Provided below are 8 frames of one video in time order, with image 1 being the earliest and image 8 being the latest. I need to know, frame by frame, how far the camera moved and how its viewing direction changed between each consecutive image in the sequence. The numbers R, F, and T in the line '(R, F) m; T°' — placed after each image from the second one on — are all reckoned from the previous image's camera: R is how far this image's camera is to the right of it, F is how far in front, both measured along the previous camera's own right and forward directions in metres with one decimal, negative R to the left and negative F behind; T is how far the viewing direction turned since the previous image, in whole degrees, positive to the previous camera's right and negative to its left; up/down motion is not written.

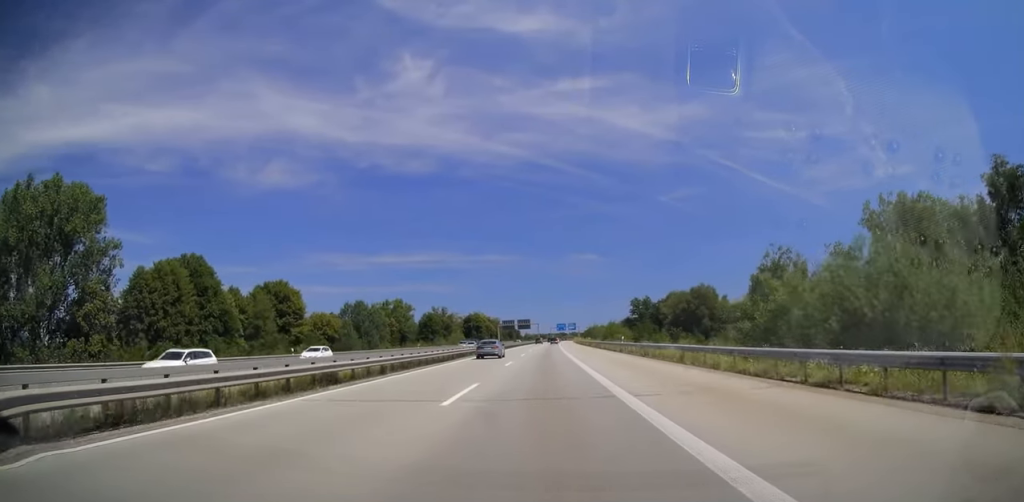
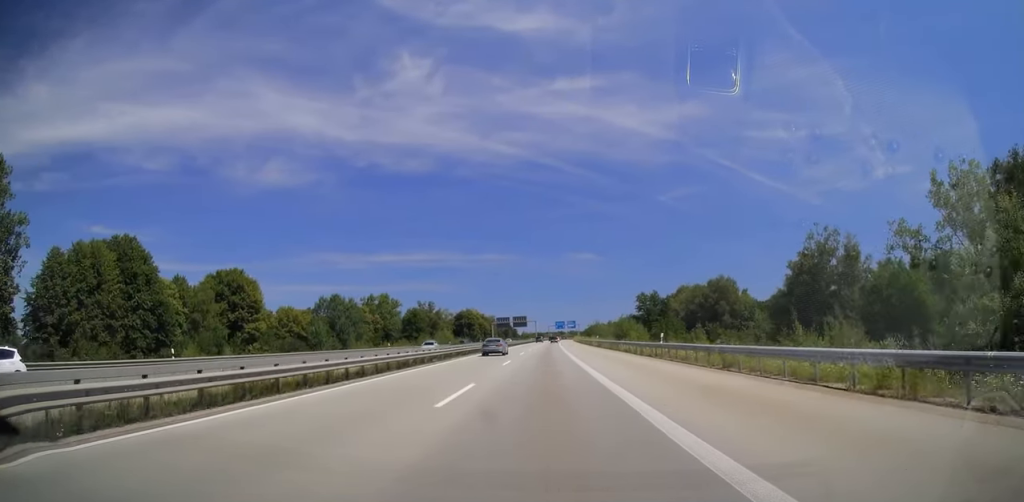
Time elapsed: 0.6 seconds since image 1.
(+0.3, +18.7) m; +1°
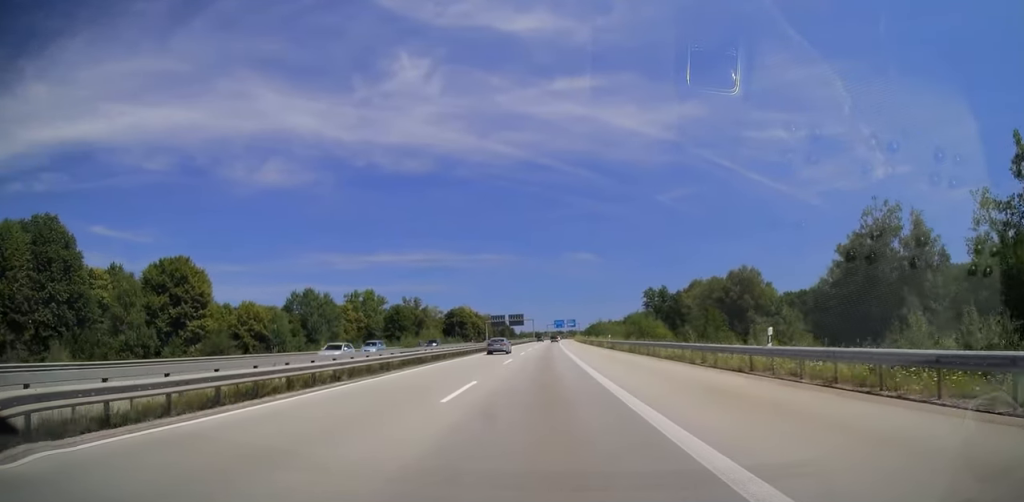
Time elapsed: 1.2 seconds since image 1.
(+0.1, +17.2) m; +1°
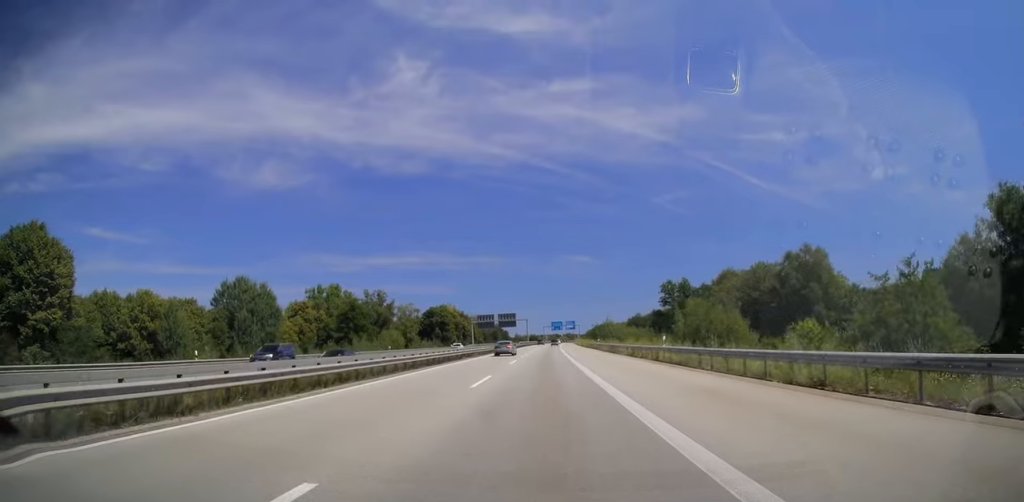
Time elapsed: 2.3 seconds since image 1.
(+0.1, +31.5) m; +1°
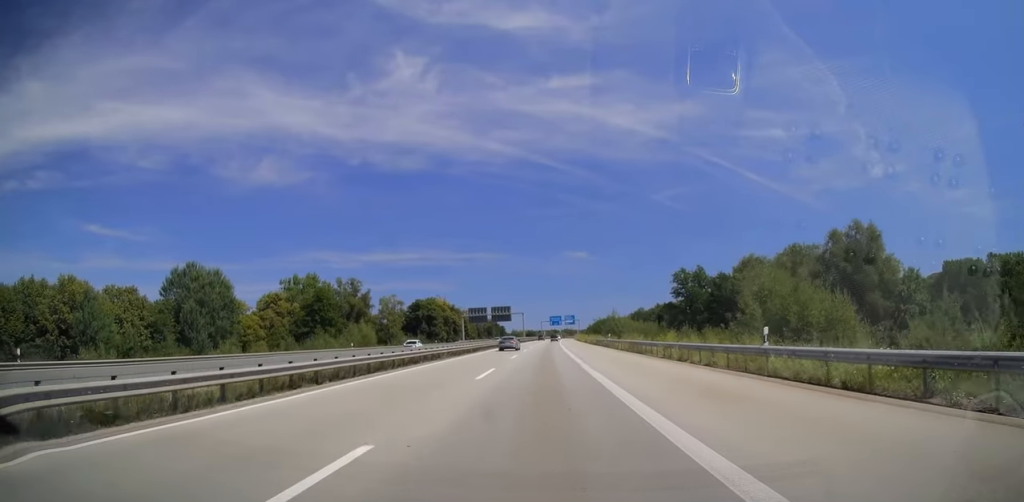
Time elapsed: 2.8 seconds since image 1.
(+0.2, +16.3) m; 0°
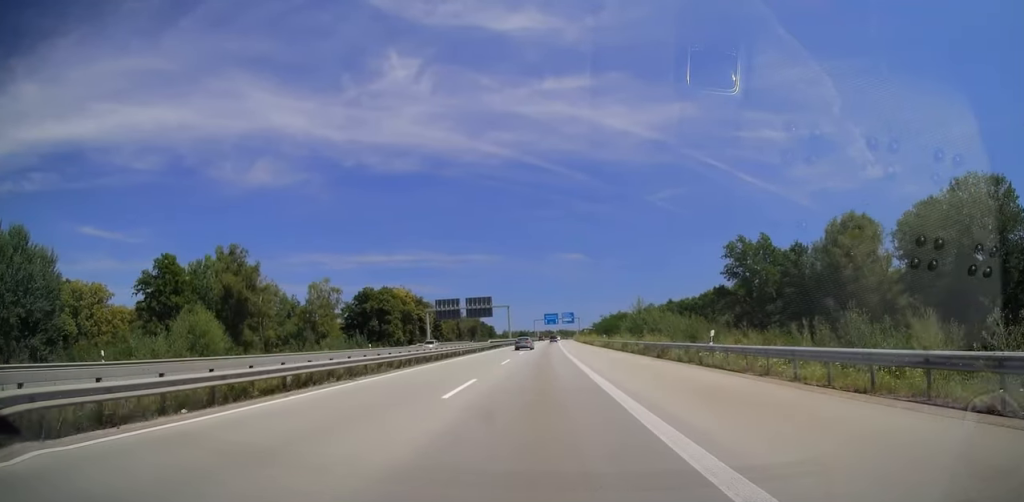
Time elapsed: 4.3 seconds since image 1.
(-0.3, +42.4) m; 0°
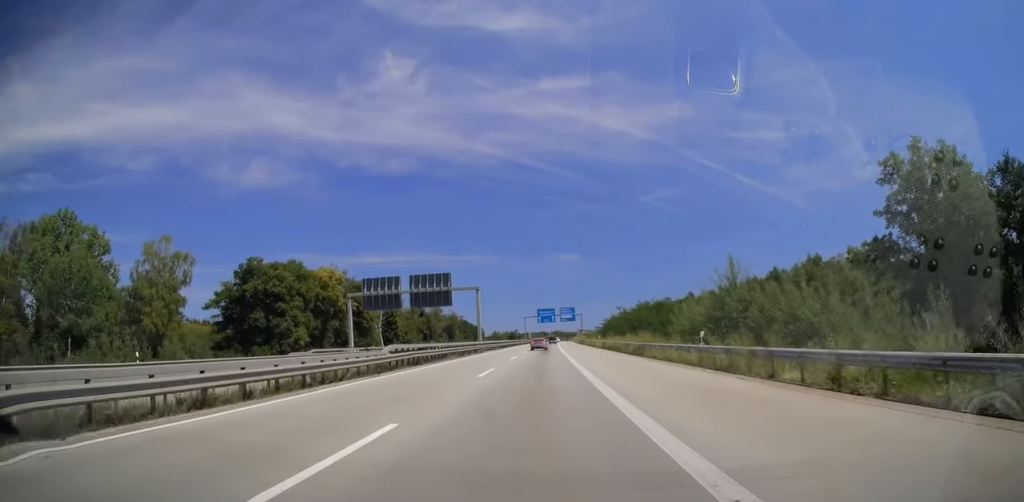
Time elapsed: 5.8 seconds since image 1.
(+0.6, +46.3) m; +1°
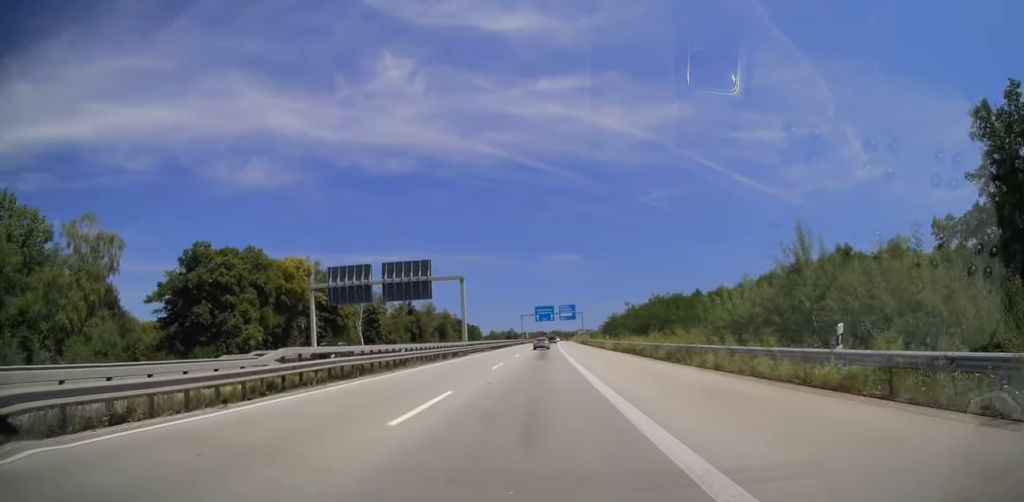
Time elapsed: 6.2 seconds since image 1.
(0.0, +12.3) m; 0°
